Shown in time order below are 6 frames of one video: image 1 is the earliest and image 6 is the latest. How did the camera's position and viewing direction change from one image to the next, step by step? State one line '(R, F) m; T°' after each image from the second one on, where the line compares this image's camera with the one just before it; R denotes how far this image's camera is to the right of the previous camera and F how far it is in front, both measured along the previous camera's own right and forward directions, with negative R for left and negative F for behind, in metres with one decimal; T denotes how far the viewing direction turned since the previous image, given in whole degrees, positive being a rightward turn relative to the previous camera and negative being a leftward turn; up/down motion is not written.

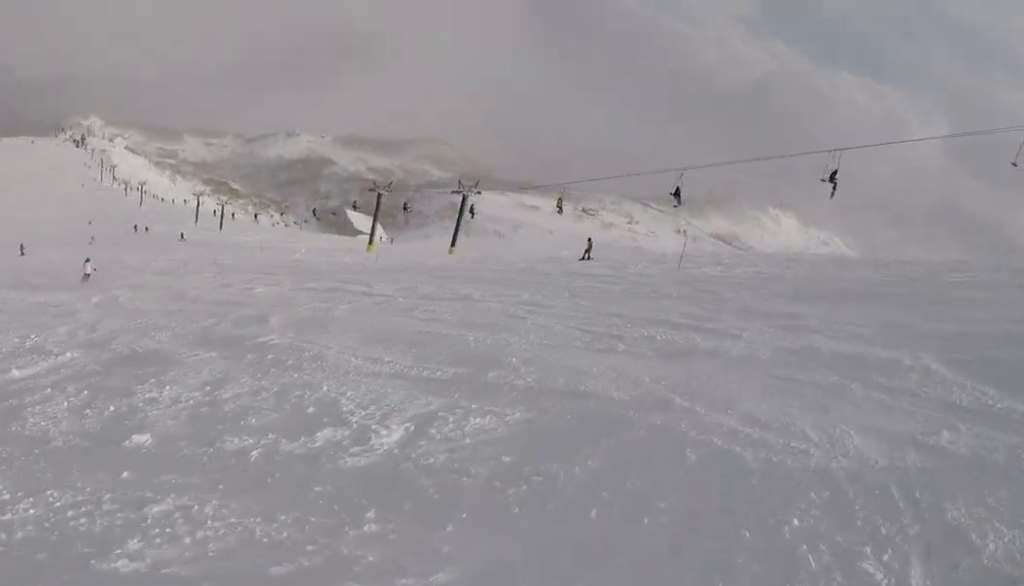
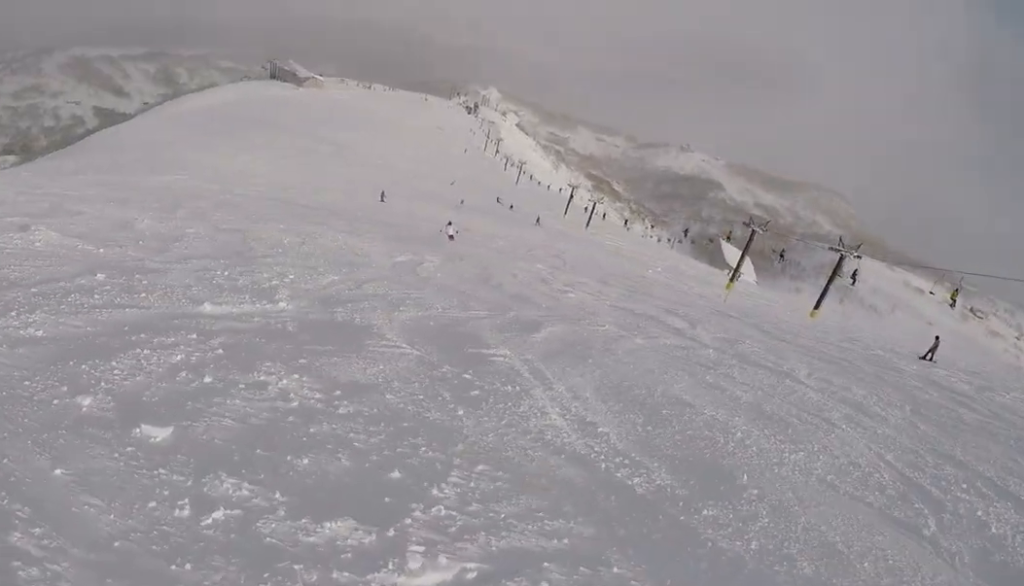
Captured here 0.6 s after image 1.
(-0.3, +2.7) m; -30°
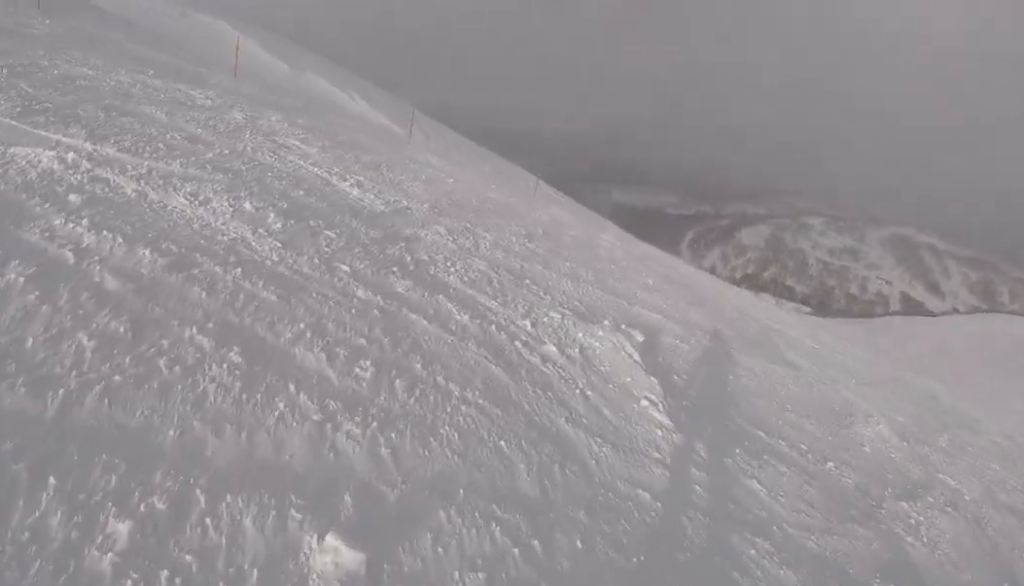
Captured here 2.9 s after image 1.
(-7.6, +7.1) m; -61°
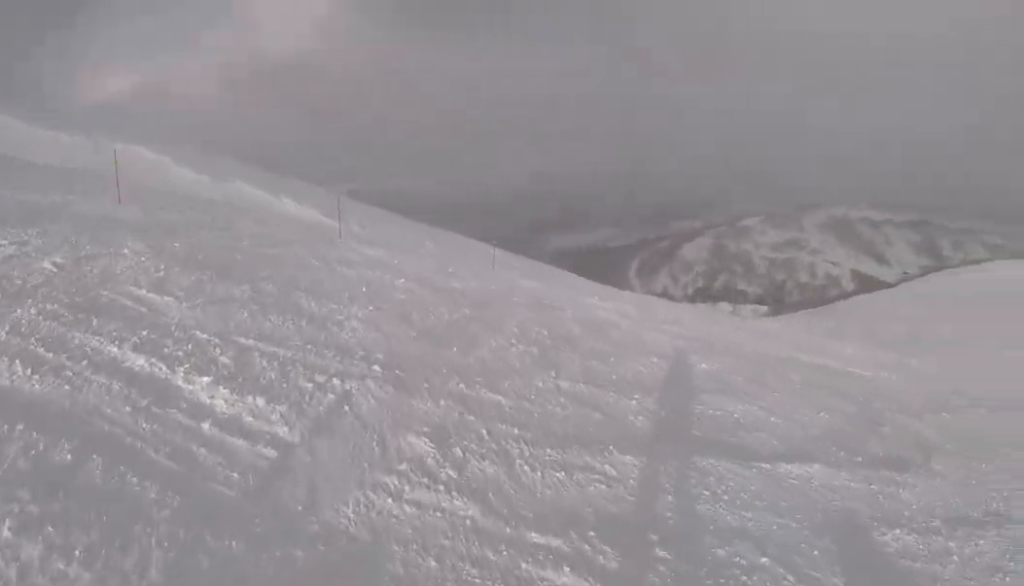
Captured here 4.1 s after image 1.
(+0.4, +5.3) m; +31°
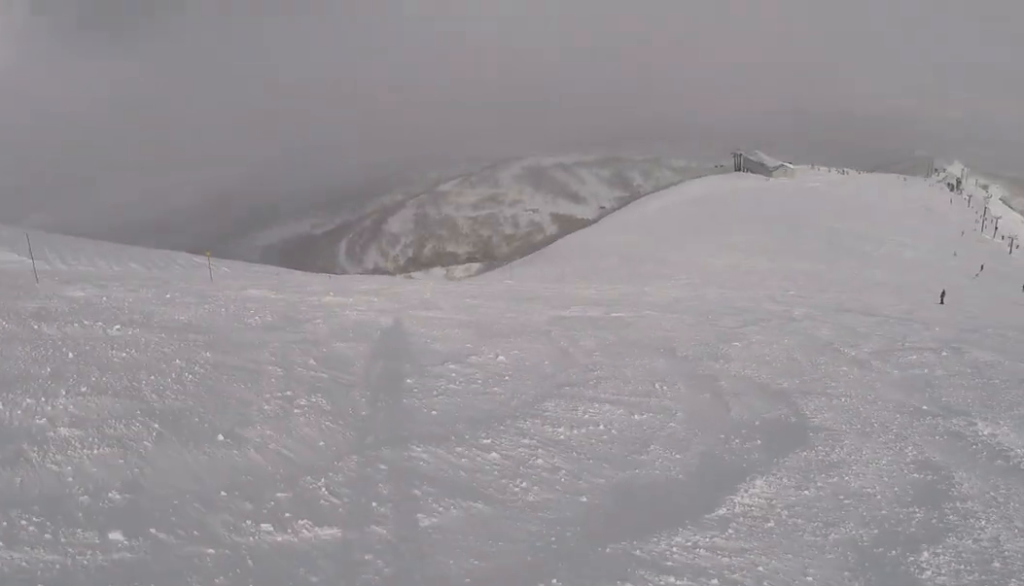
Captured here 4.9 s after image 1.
(+0.9, +2.6) m; +34°
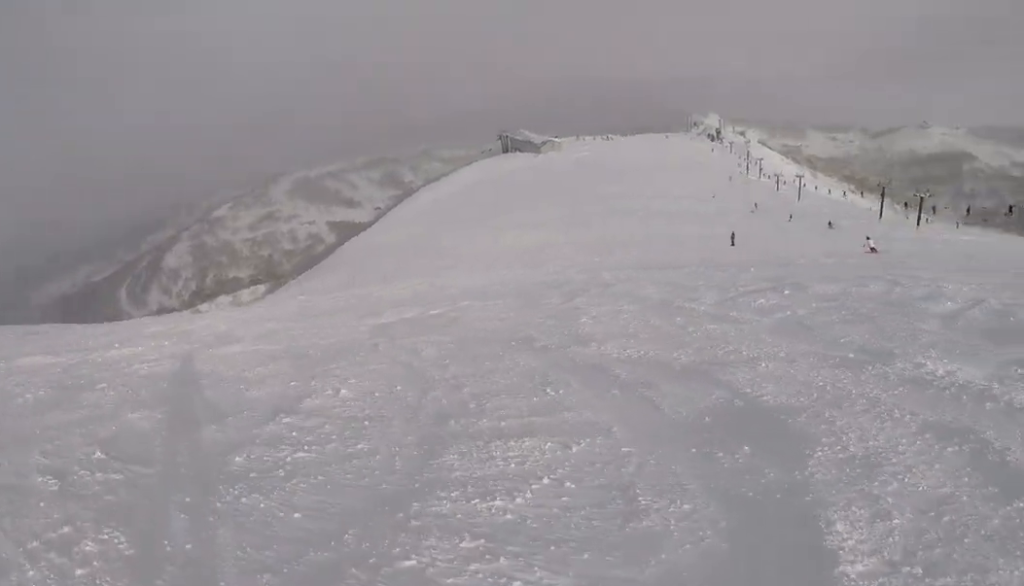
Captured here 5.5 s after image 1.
(+0.4, +2.5) m; +29°
